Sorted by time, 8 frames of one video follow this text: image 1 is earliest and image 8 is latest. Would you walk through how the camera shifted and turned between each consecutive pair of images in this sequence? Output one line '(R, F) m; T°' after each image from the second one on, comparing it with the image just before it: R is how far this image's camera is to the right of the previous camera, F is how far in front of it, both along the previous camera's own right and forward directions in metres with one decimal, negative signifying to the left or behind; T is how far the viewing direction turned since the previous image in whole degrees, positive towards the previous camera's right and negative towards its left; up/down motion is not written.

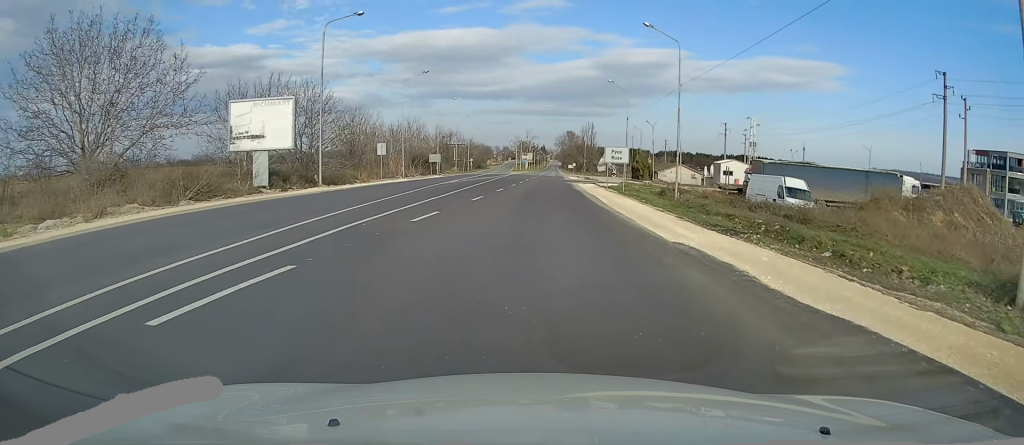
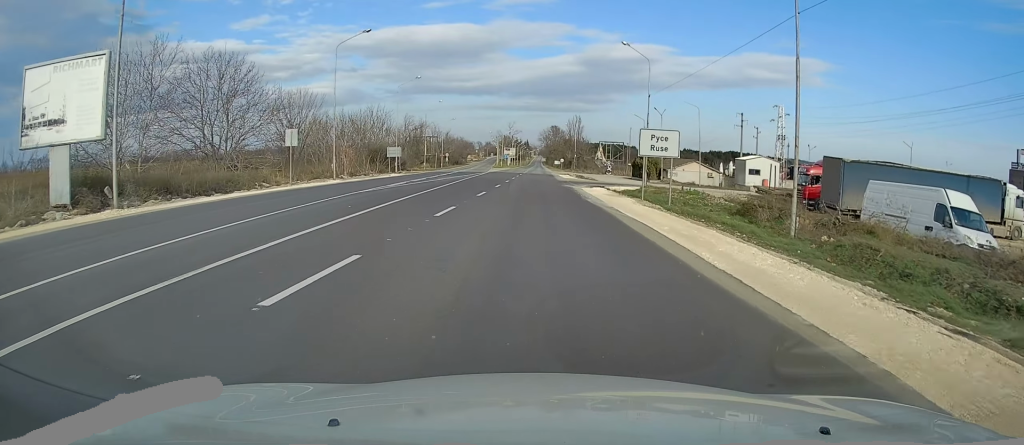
(+0.3, +16.8) m; +2°
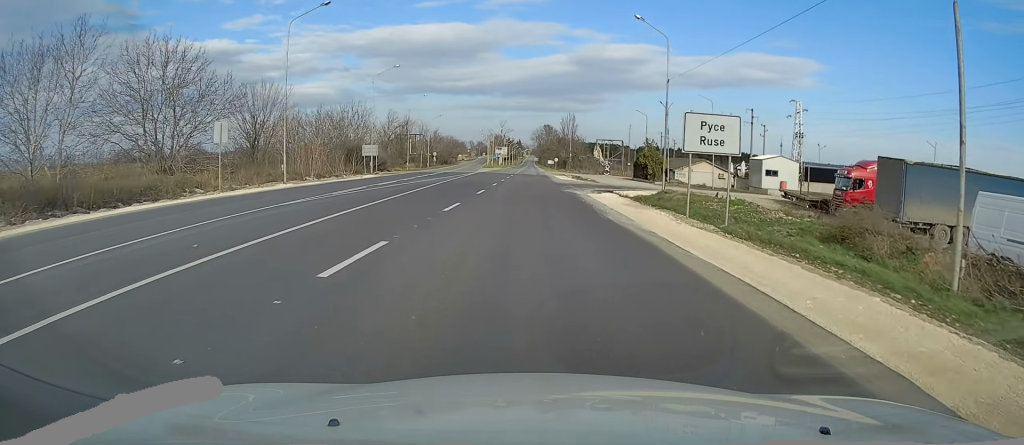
(+0.1, +7.5) m; +1°
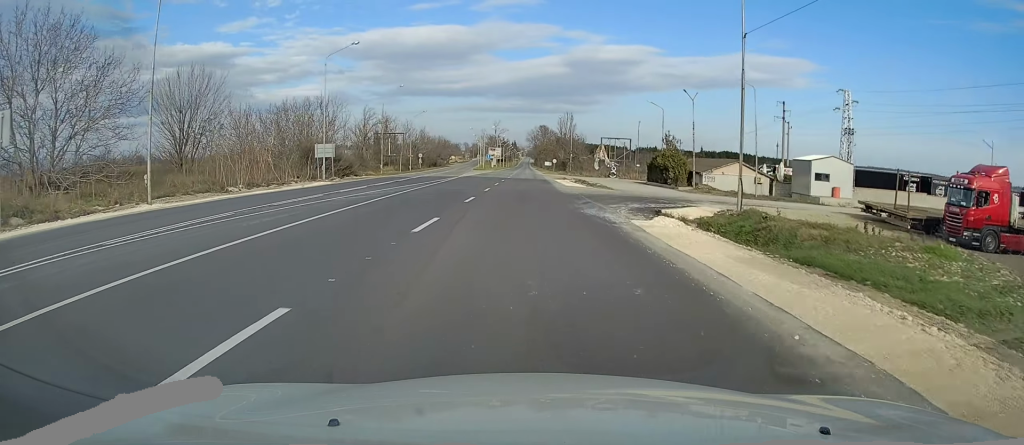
(+0.2, +12.8) m; 0°
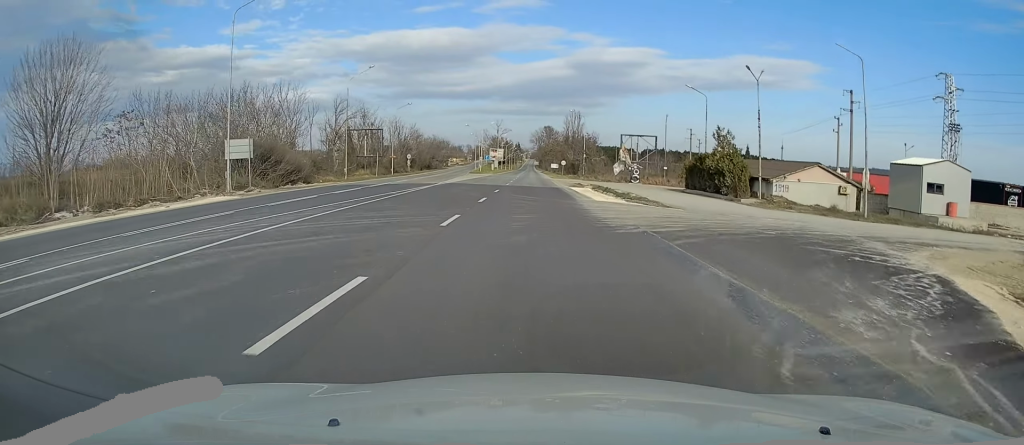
(-0.1, +16.0) m; 0°
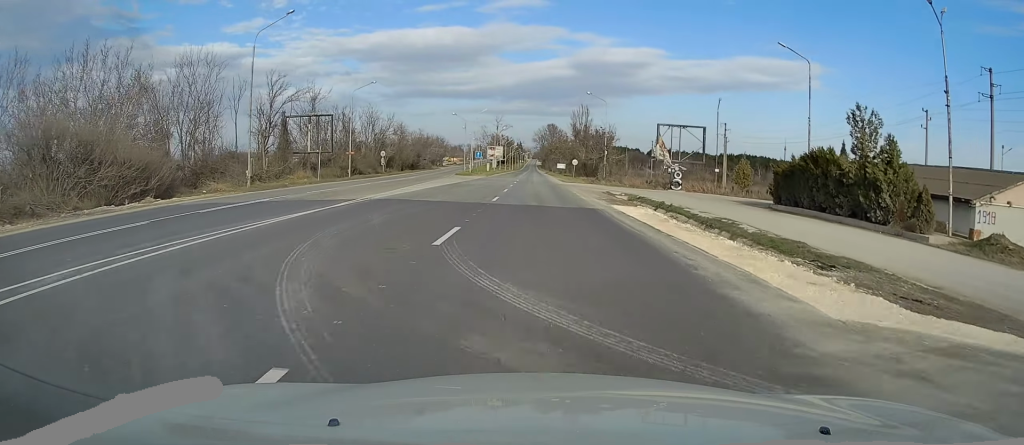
(0.0, +20.8) m; 0°
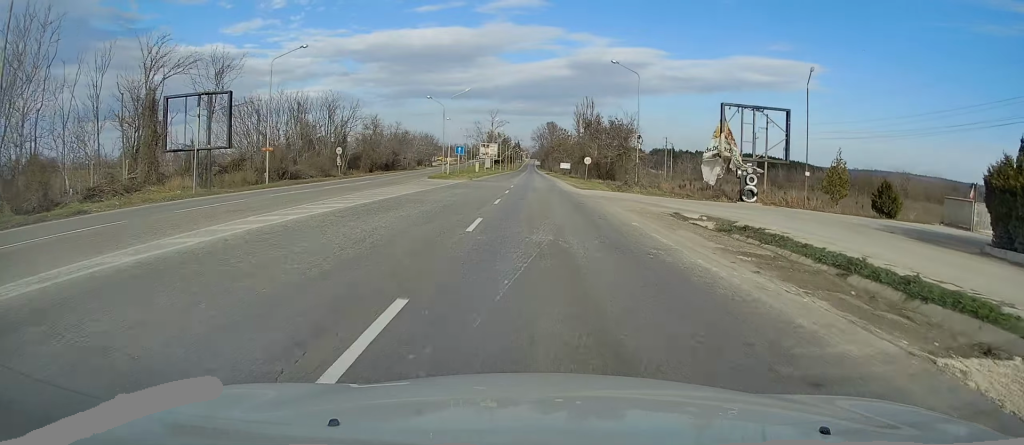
(+0.1, +19.7) m; 0°
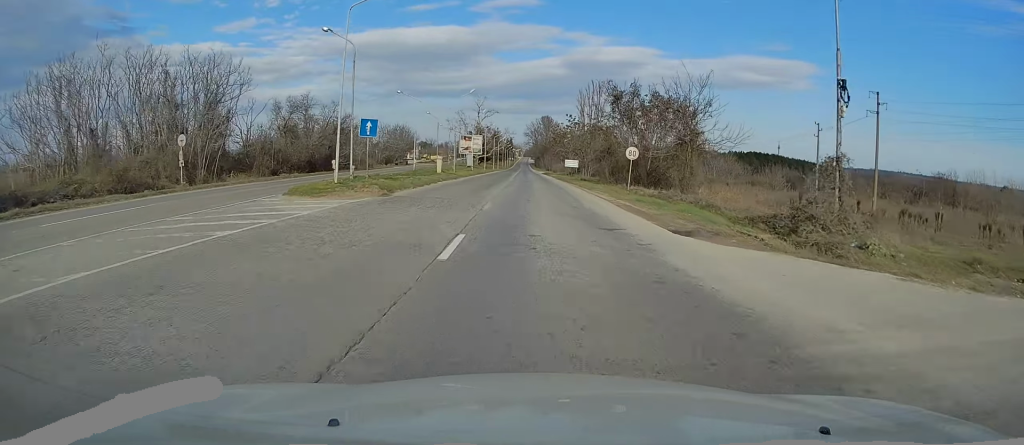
(-0.2, +30.8) m; 0°
